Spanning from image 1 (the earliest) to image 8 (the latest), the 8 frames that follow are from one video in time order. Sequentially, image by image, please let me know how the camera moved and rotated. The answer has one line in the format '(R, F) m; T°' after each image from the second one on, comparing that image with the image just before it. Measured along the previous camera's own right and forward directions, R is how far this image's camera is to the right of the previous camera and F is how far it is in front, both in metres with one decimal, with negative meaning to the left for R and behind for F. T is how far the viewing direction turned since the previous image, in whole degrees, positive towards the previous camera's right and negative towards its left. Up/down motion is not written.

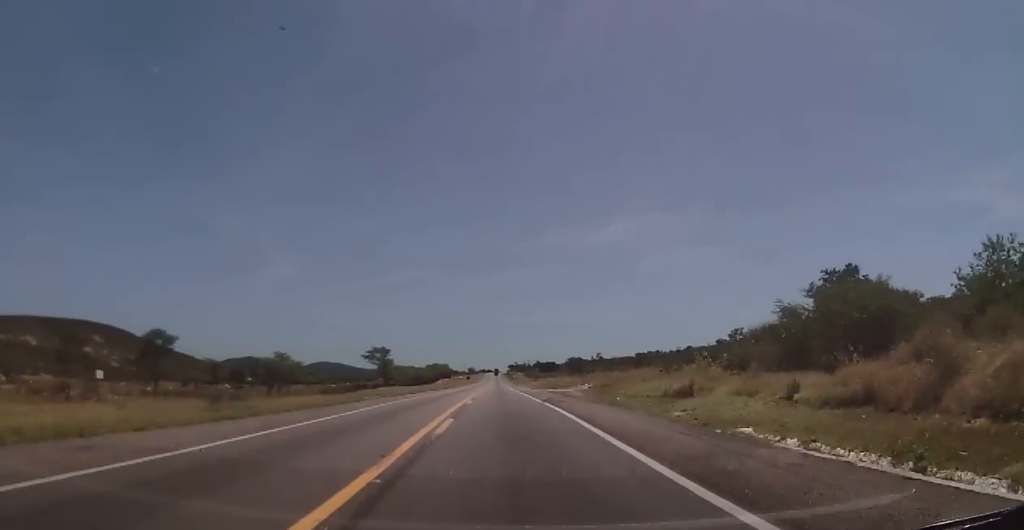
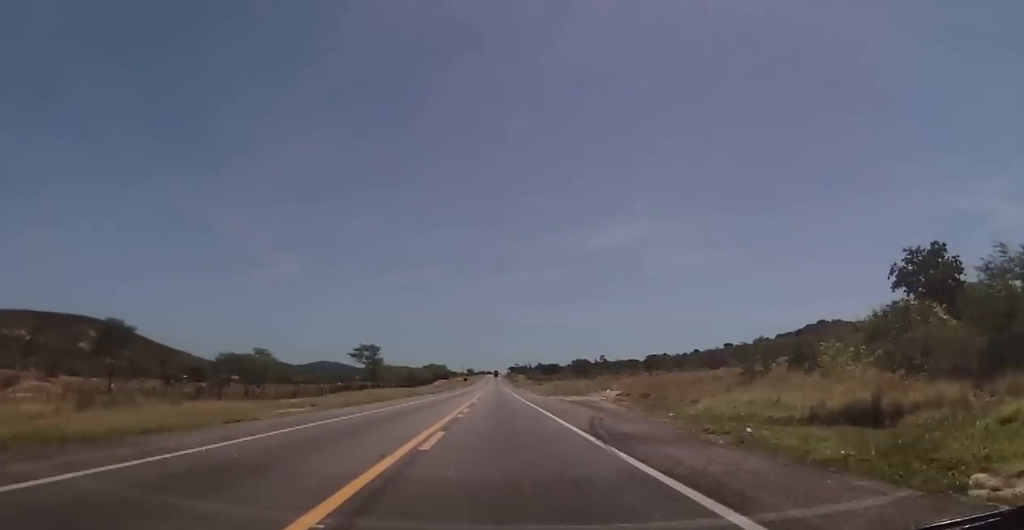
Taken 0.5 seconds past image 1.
(-0.1, +17.6) m; +1°
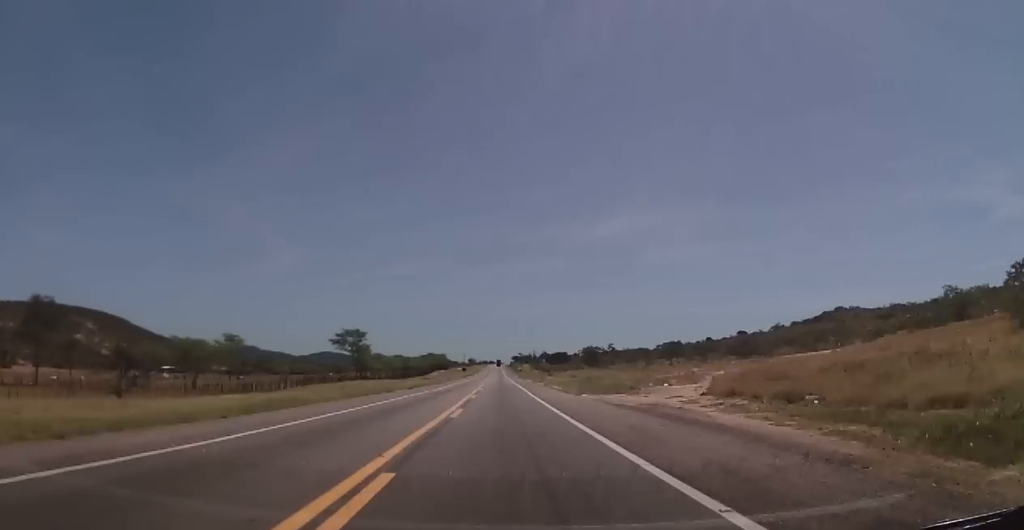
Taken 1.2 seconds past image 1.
(+0.5, +23.2) m; 0°
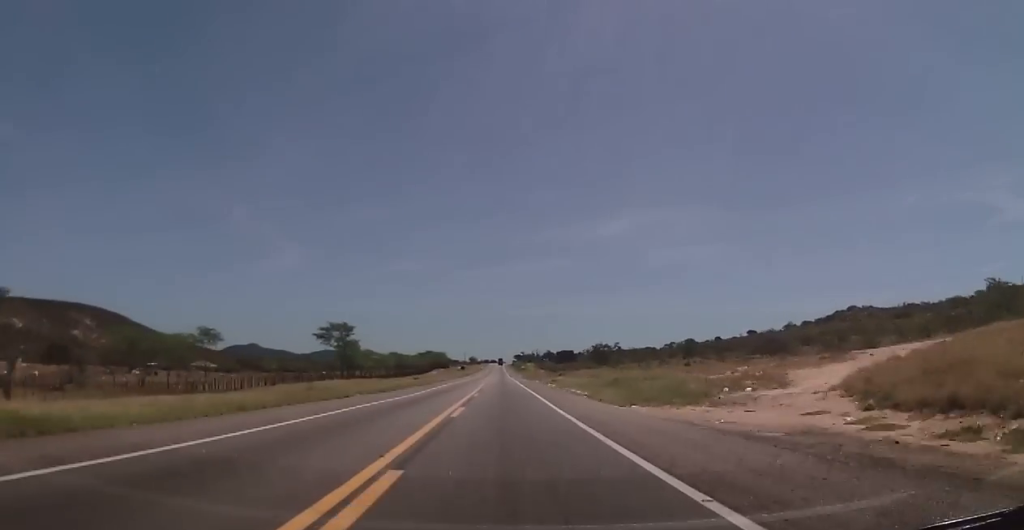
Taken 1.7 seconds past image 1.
(+0.1, +15.5) m; 0°
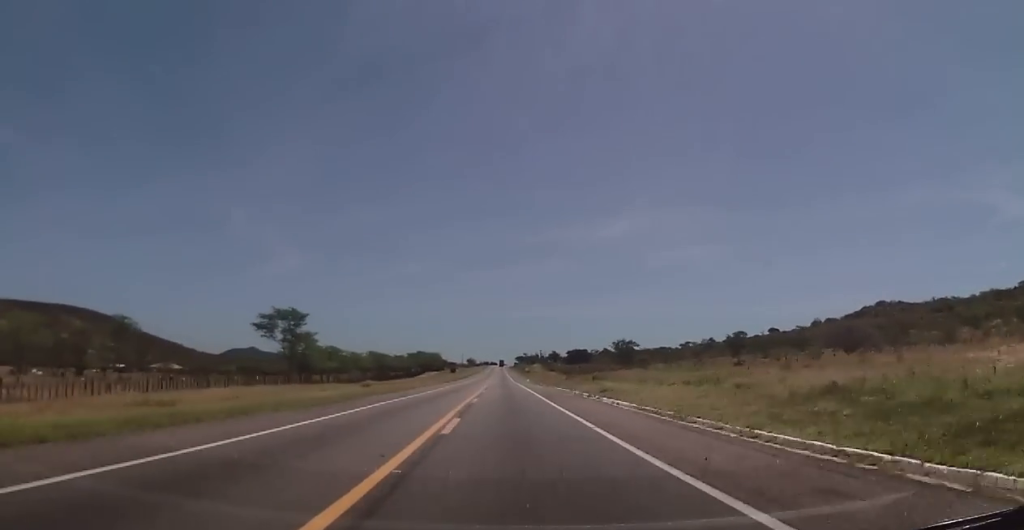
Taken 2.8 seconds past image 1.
(-0.4, +36.8) m; 0°
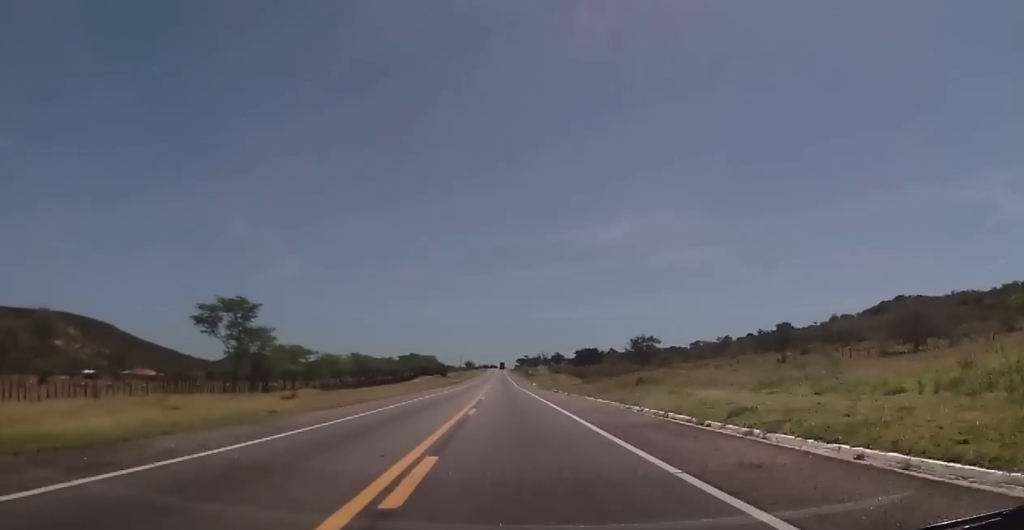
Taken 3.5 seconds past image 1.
(+0.4, +22.4) m; 0°
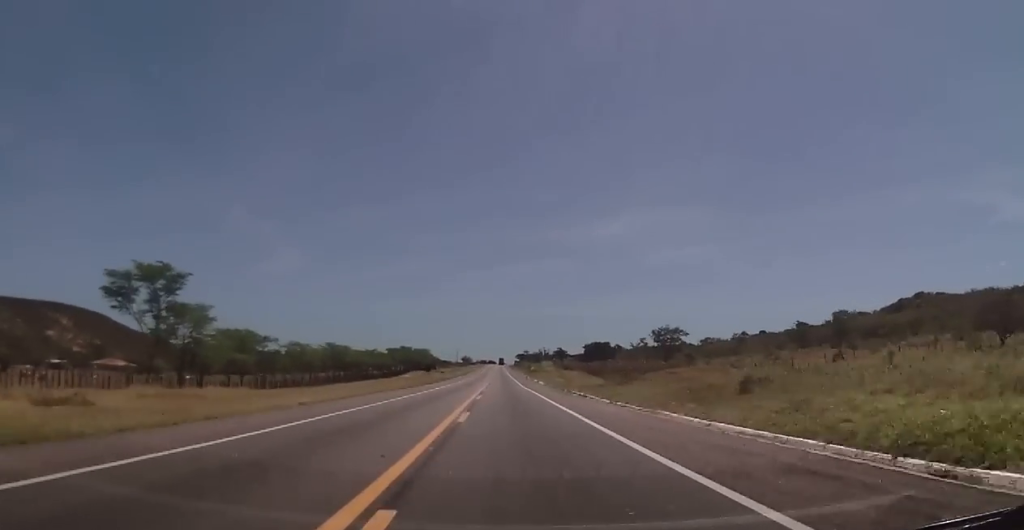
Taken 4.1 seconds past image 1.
(-0.2, +21.3) m; 0°
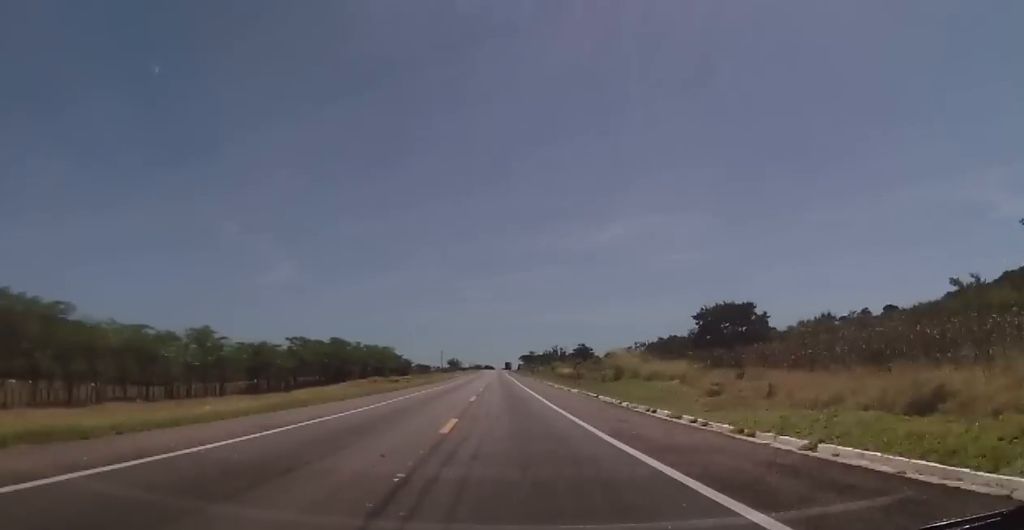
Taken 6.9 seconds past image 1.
(-0.2, +95.2) m; +1°
